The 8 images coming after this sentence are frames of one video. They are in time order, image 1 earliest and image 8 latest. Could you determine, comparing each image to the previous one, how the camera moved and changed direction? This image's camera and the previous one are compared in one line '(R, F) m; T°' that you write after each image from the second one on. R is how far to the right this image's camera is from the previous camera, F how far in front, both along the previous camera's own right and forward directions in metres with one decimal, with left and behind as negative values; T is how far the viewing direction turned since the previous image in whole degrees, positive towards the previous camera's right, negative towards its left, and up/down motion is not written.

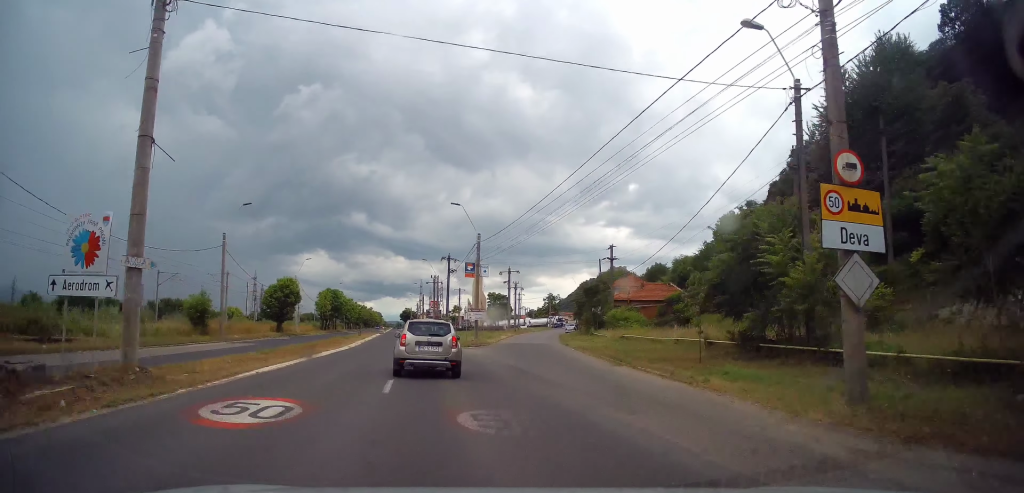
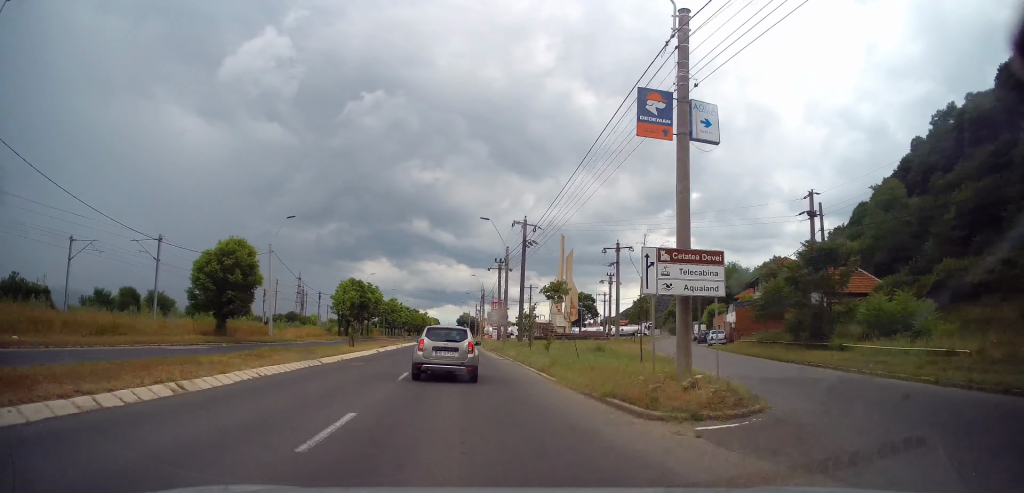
(-1.1, +31.9) m; -5°
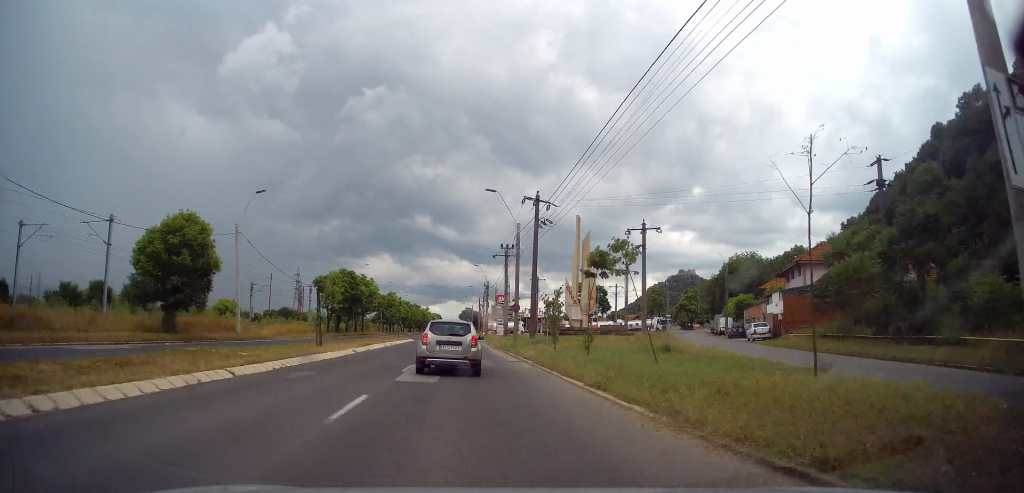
(-0.1, +7.7) m; -1°
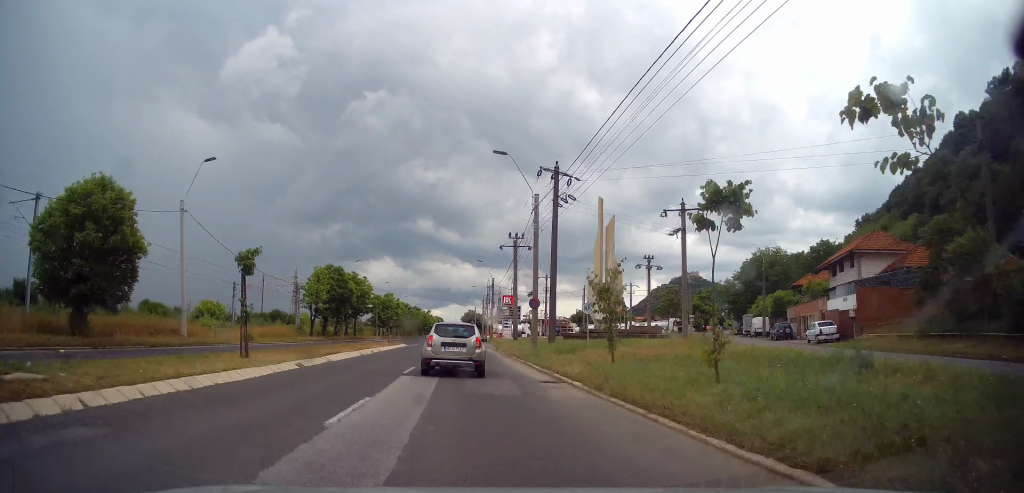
(-0.1, +8.8) m; -1°
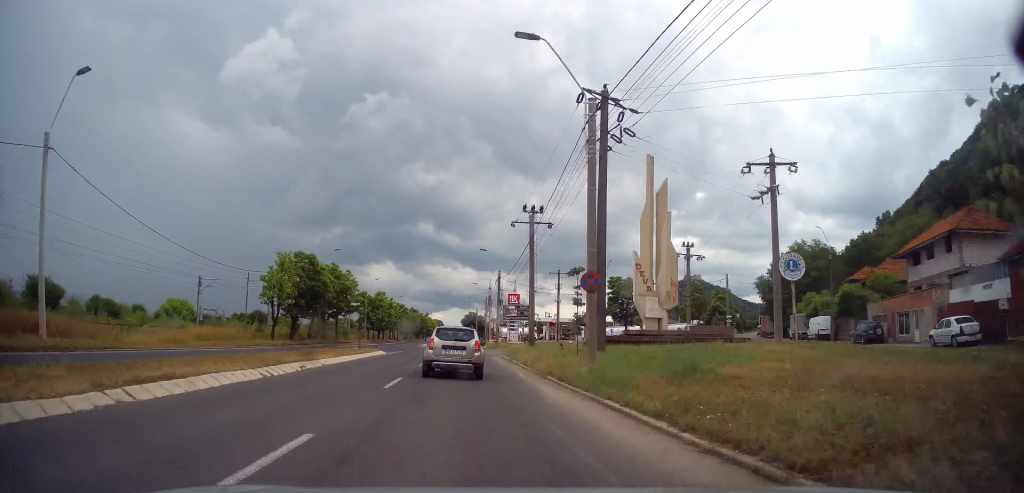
(-0.2, +12.8) m; 0°
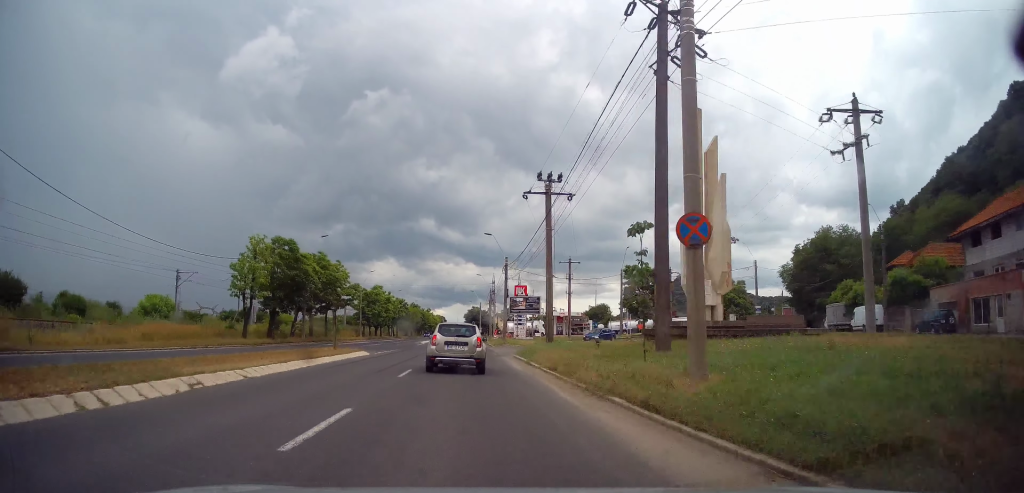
(+0.1, +7.3) m; 0°
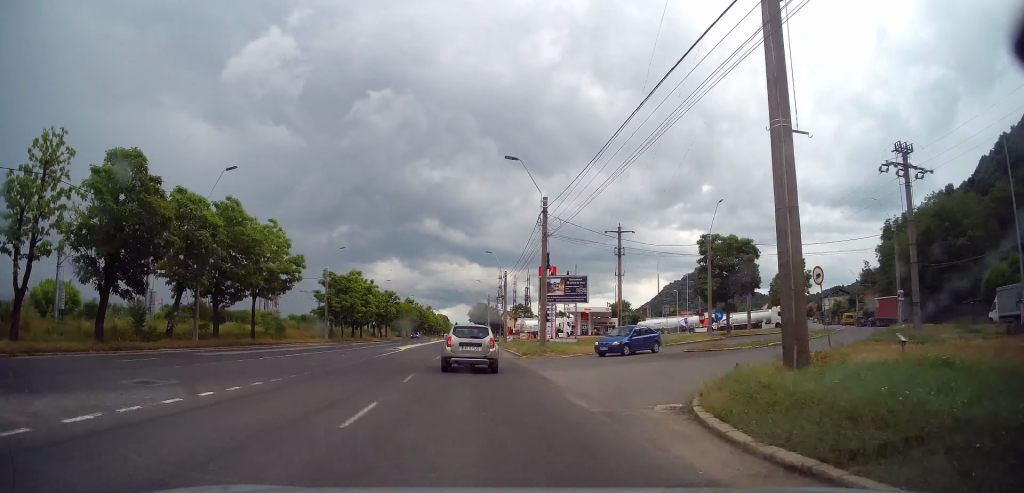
(-0.1, +24.9) m; -1°
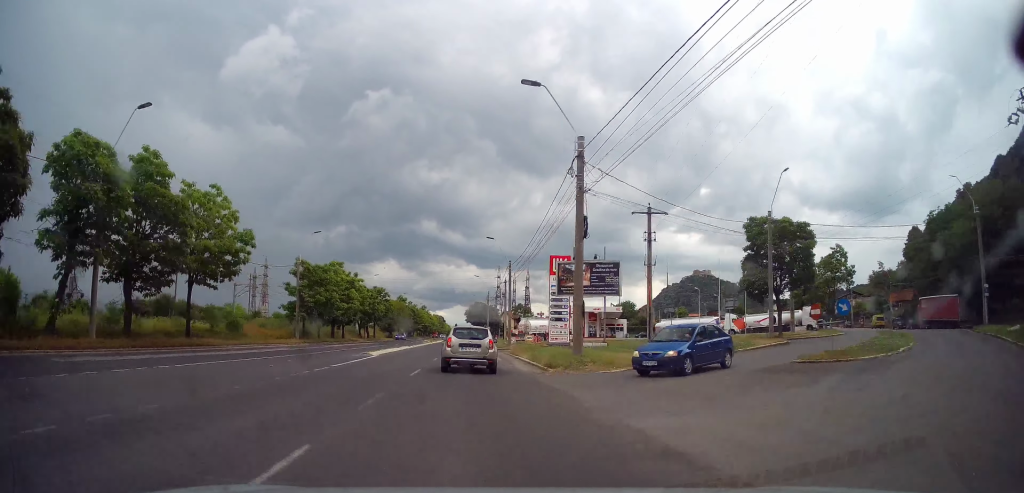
(0.0, +10.3) m; 0°
